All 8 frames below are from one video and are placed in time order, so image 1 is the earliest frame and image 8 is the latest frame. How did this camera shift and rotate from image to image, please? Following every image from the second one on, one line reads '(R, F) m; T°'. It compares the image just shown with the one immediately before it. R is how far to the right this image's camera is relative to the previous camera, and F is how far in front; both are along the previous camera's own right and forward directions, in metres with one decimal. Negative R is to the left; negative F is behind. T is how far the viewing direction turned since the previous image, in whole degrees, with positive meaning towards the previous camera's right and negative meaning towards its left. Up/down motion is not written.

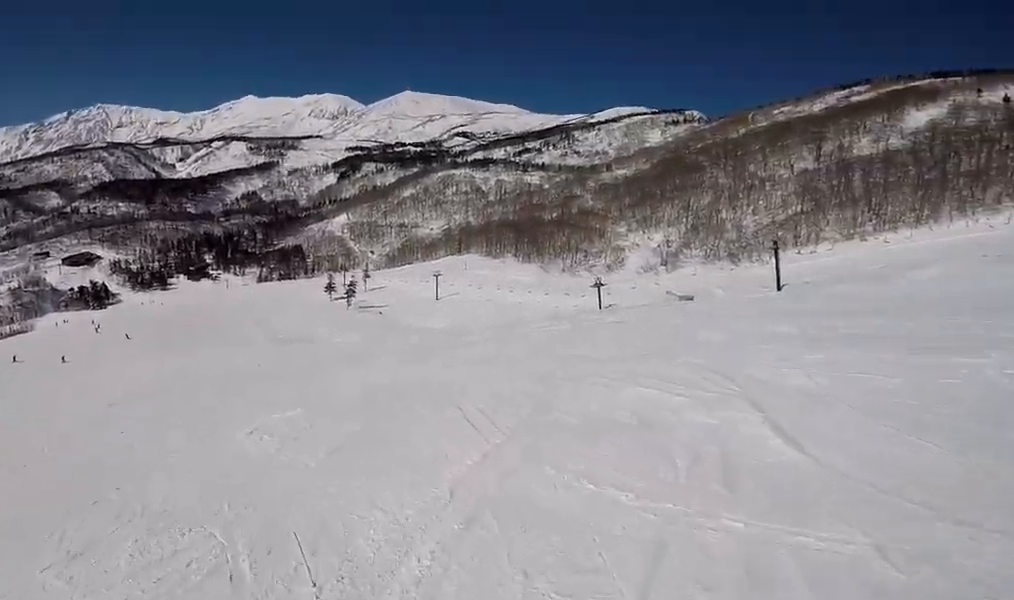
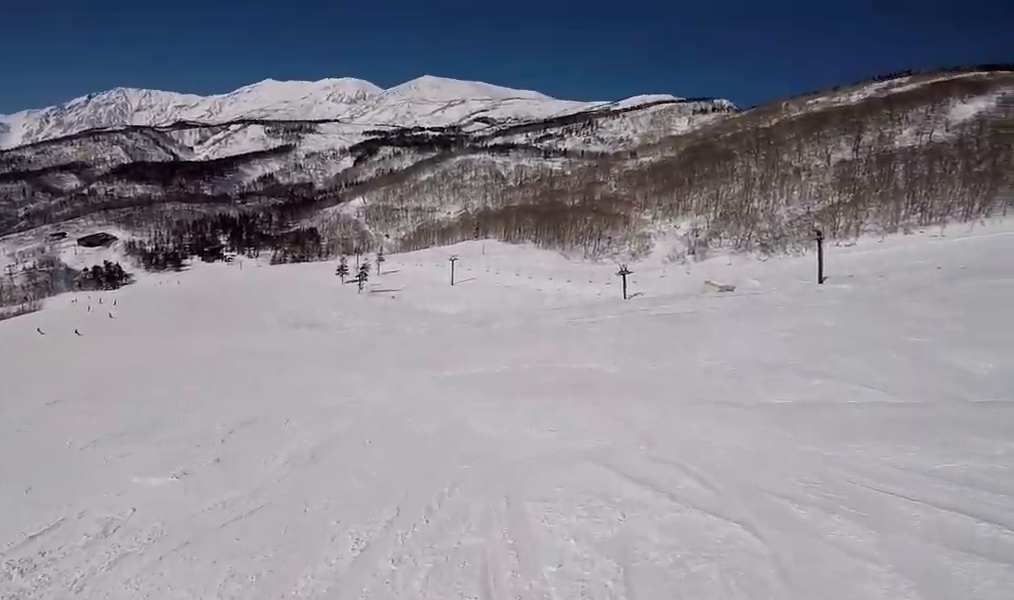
(+0.9, +4.7) m; -6°
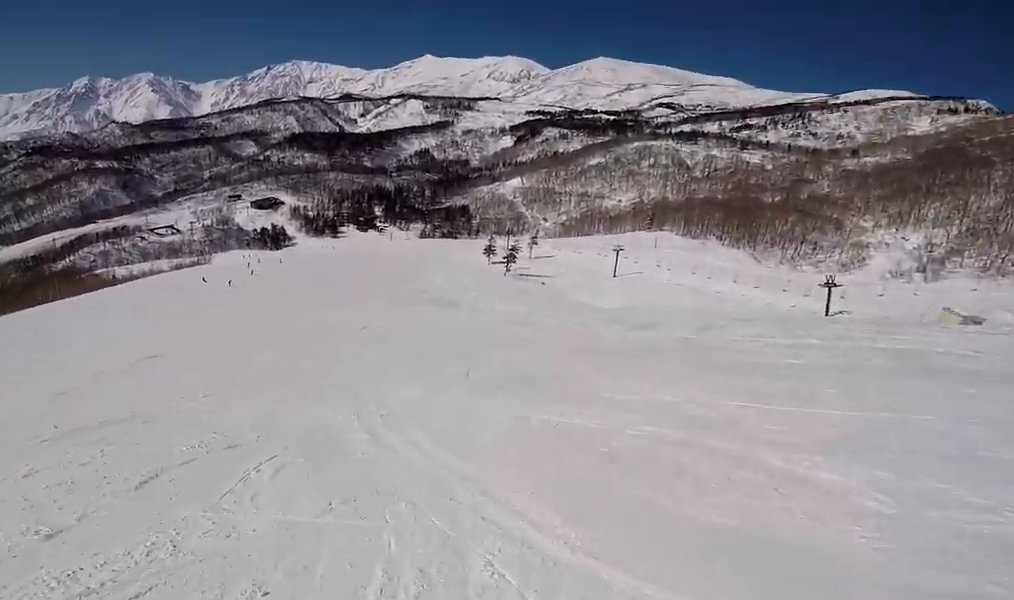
(-0.7, +3.6) m; -19°
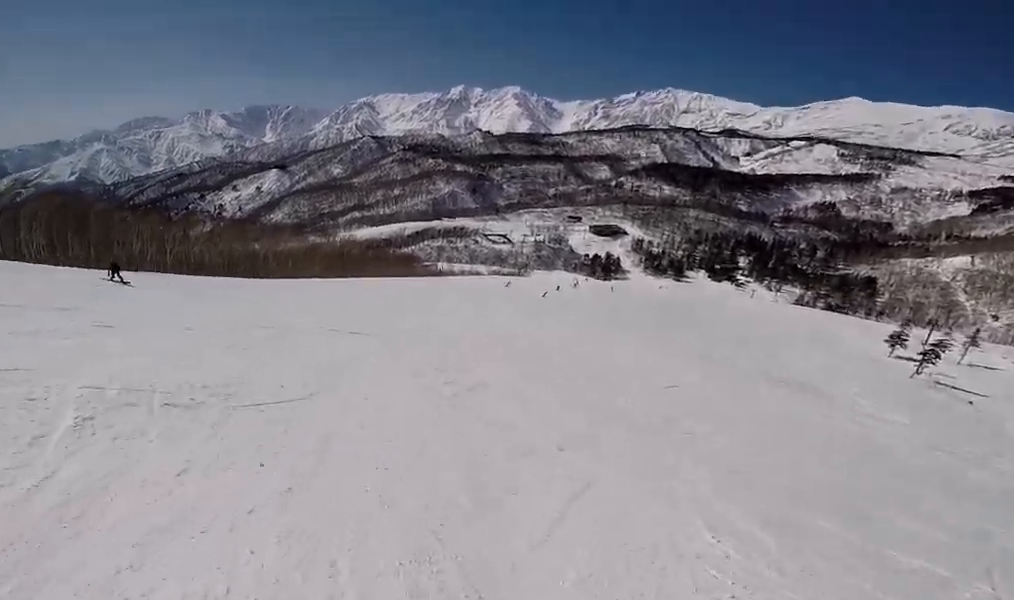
(-1.8, +7.9) m; -33°
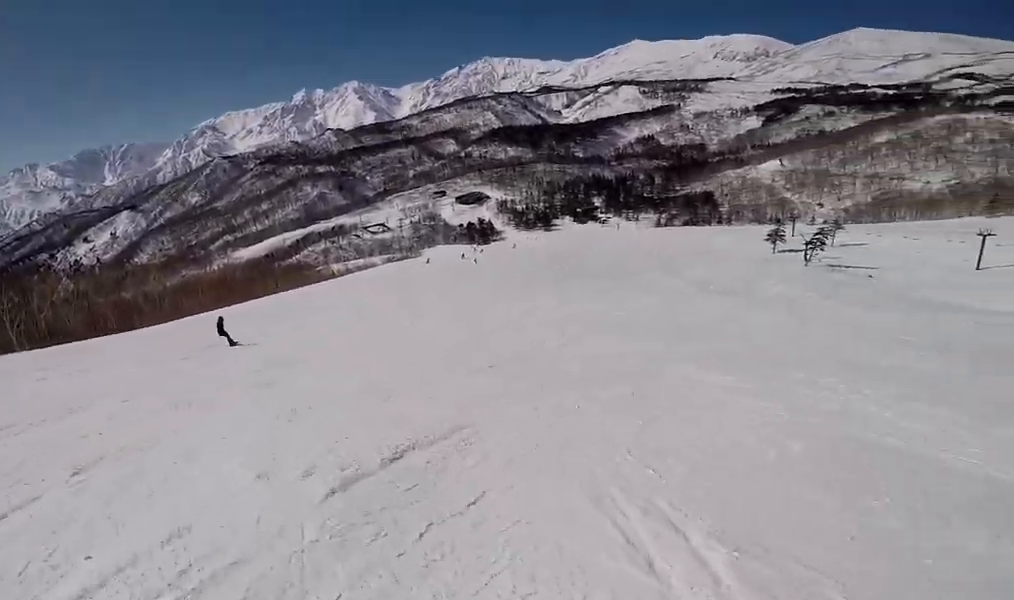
(-3.4, +10.0) m; -11°
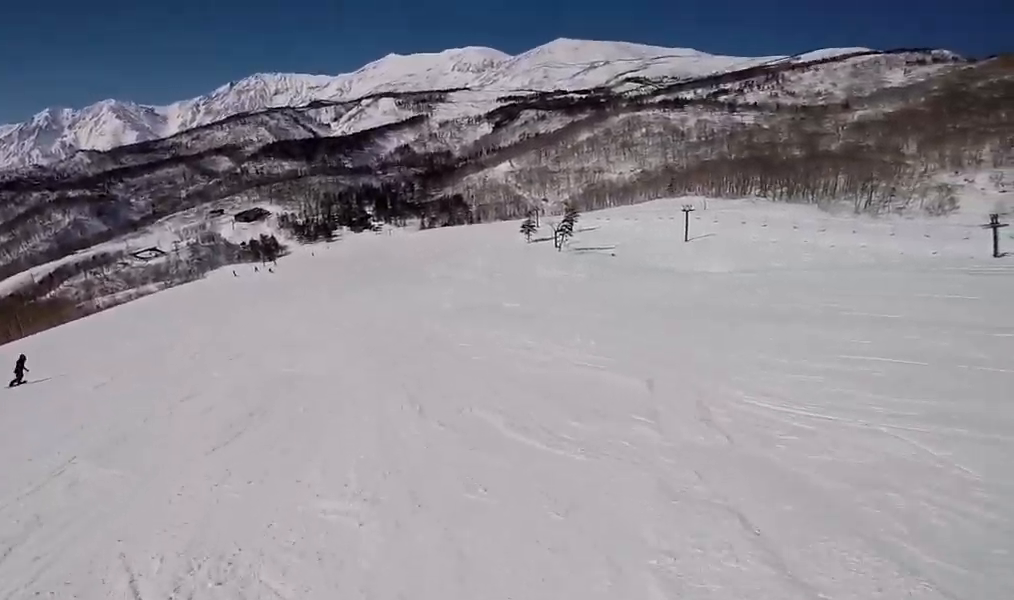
(+2.3, +8.9) m; +23°
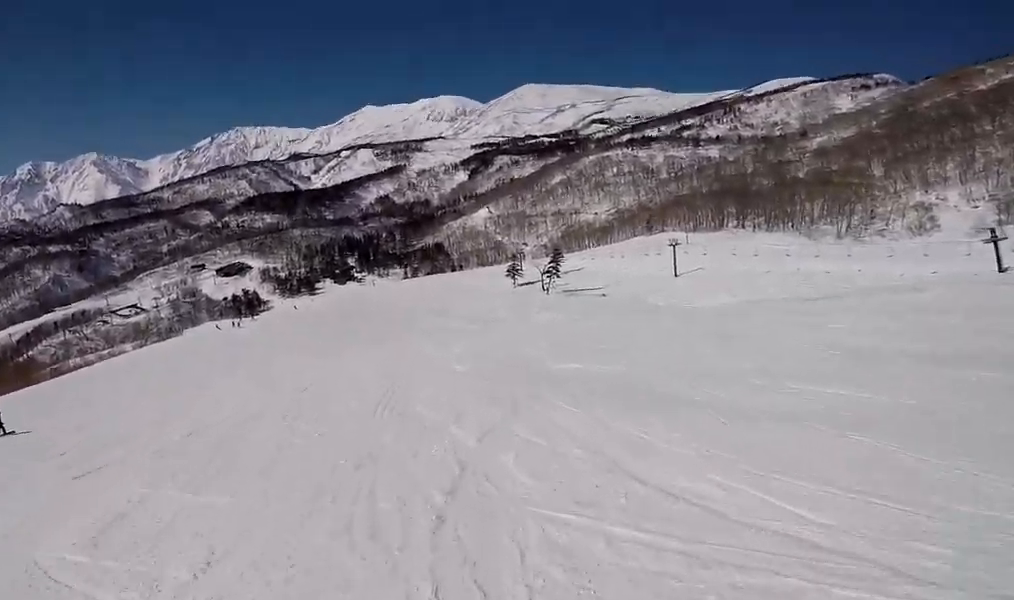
(+0.7, +6.4) m; +5°
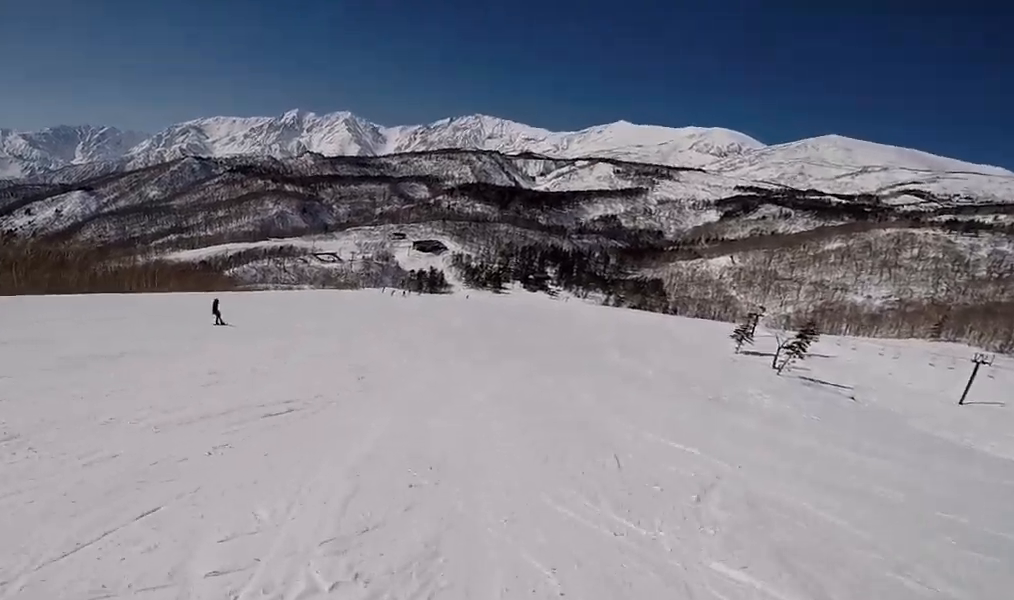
(-0.2, +9.0) m; -10°
